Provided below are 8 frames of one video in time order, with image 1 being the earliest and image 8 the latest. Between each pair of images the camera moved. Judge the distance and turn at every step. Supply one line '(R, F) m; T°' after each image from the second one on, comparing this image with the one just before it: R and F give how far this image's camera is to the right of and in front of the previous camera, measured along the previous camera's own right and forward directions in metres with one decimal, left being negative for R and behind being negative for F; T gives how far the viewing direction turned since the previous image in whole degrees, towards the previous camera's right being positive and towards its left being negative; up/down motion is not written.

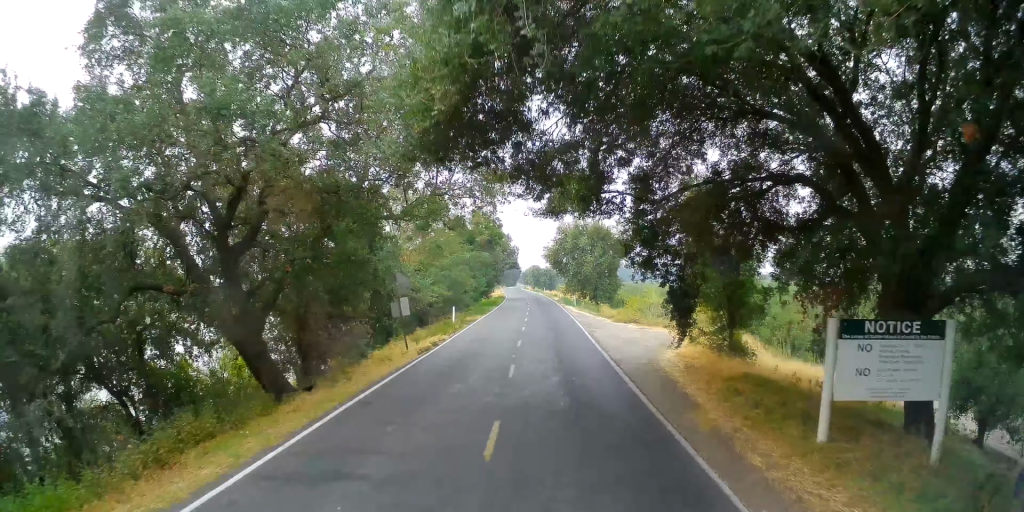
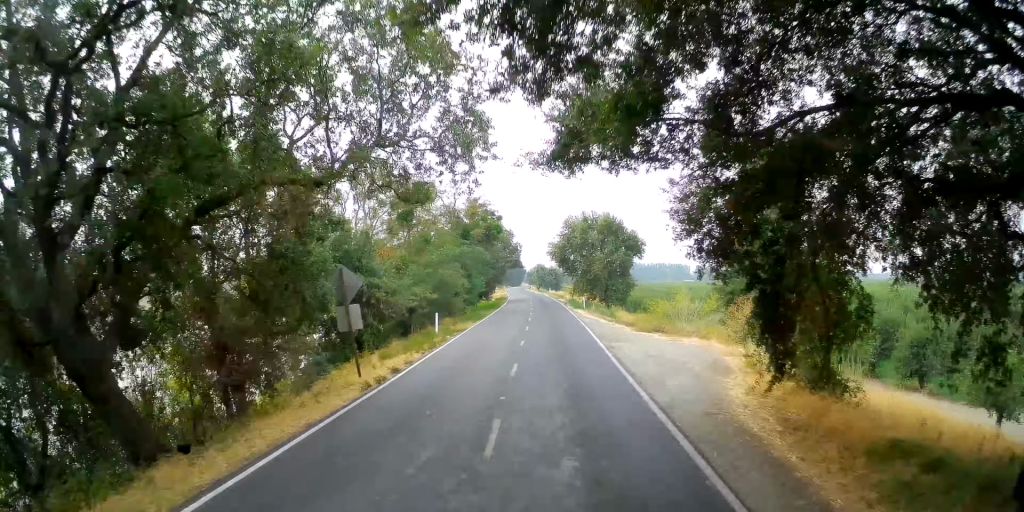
(-0.1, +6.7) m; 0°
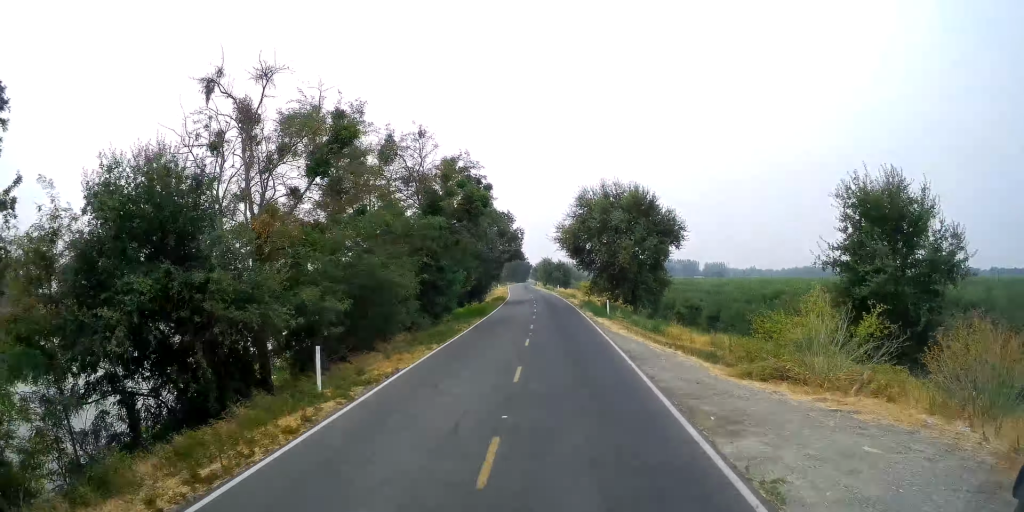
(-0.2, +15.6) m; +2°
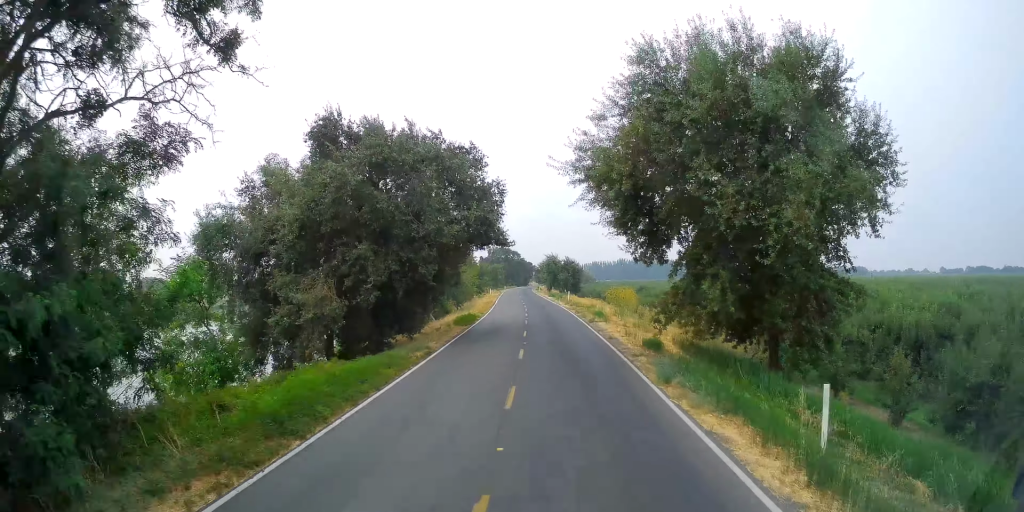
(+1.4, +31.1) m; +2°
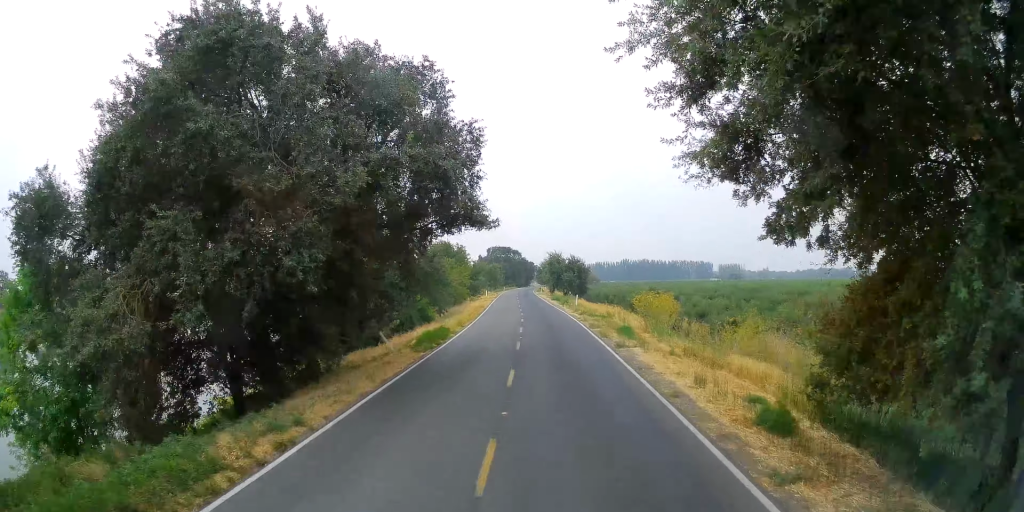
(-0.1, +12.0) m; 0°
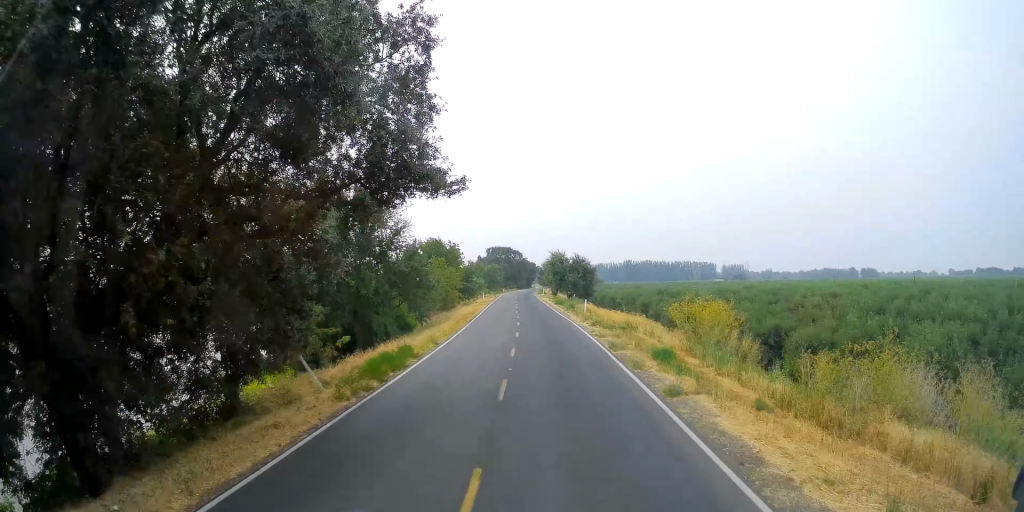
(0.0, +8.5) m; 0°
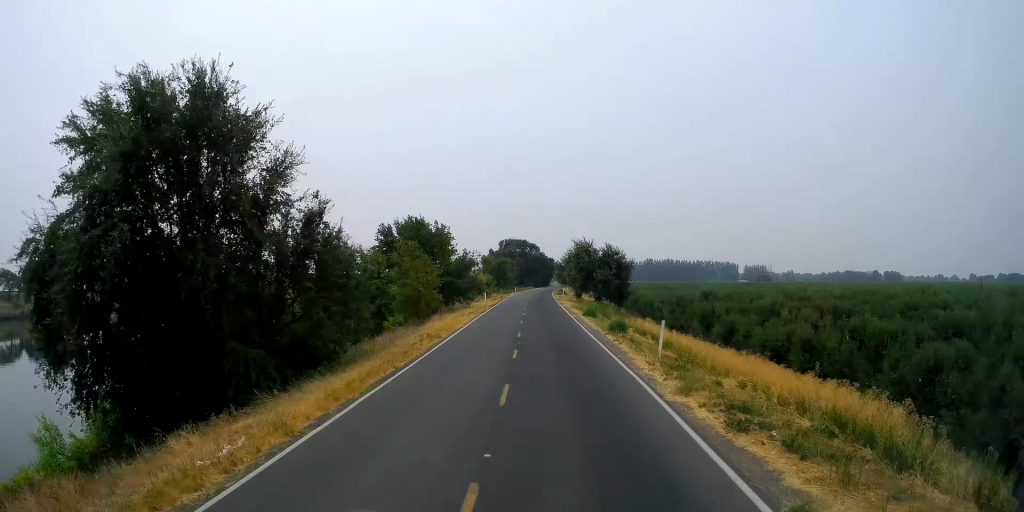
(-0.1, +21.8) m; -1°
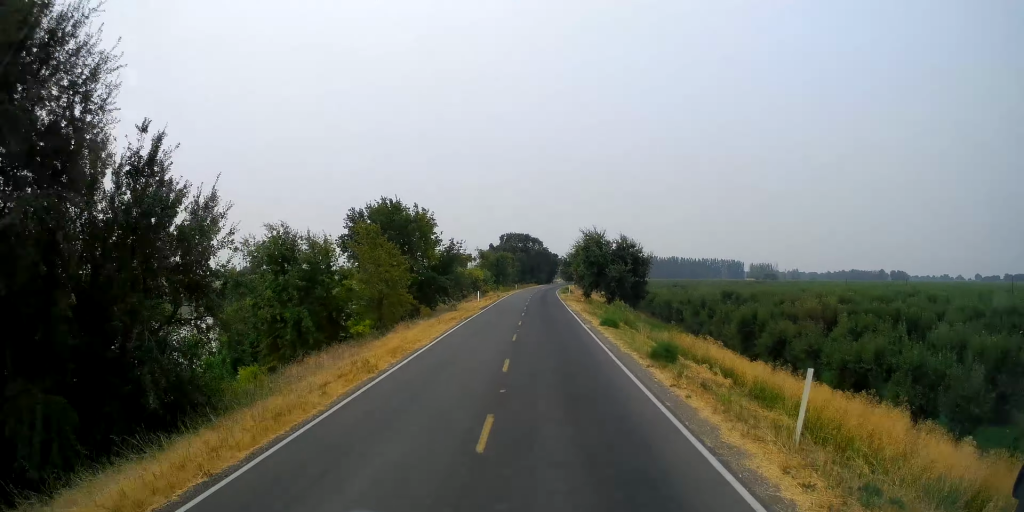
(0.0, +11.1) m; 0°
